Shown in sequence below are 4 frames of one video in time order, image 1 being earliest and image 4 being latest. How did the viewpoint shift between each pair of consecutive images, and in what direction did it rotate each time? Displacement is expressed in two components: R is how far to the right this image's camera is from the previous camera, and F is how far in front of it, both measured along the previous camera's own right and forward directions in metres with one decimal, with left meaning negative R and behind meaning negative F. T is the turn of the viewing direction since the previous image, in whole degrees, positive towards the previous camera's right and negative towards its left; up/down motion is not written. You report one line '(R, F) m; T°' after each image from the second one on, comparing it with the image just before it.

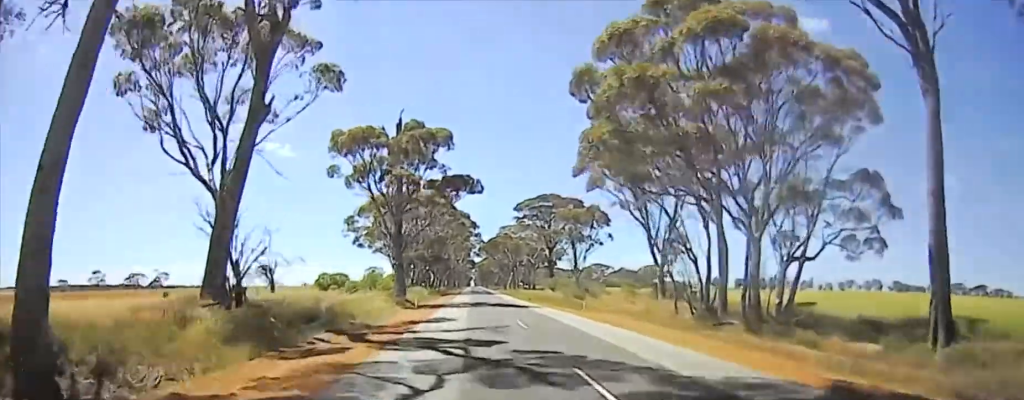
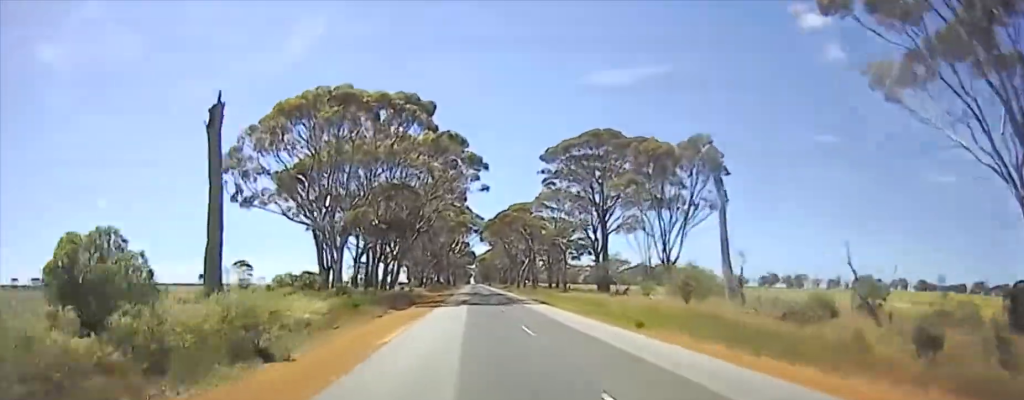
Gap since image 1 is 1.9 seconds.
(-0.4, +38.7) m; -1°
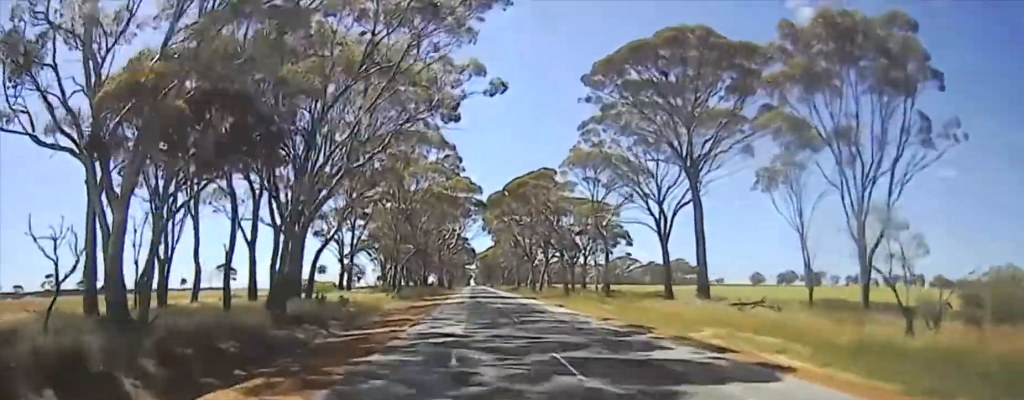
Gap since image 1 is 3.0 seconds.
(0.0, +29.7) m; 0°
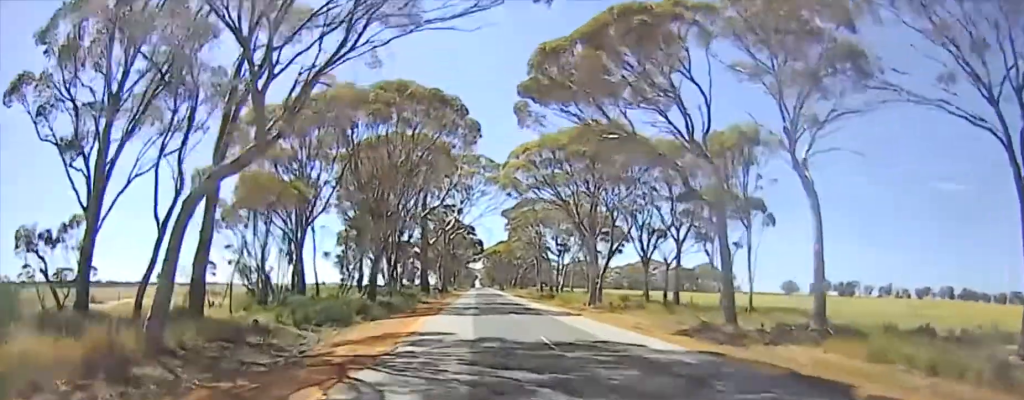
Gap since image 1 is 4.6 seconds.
(0.0, +45.1) m; 0°
